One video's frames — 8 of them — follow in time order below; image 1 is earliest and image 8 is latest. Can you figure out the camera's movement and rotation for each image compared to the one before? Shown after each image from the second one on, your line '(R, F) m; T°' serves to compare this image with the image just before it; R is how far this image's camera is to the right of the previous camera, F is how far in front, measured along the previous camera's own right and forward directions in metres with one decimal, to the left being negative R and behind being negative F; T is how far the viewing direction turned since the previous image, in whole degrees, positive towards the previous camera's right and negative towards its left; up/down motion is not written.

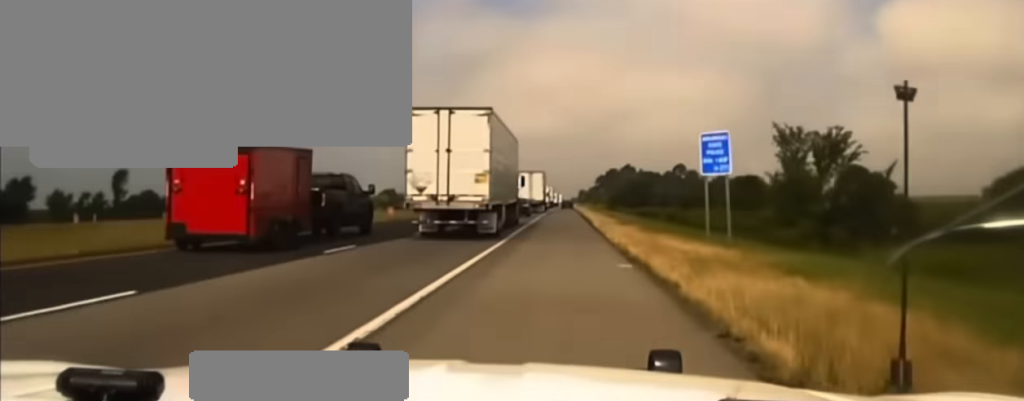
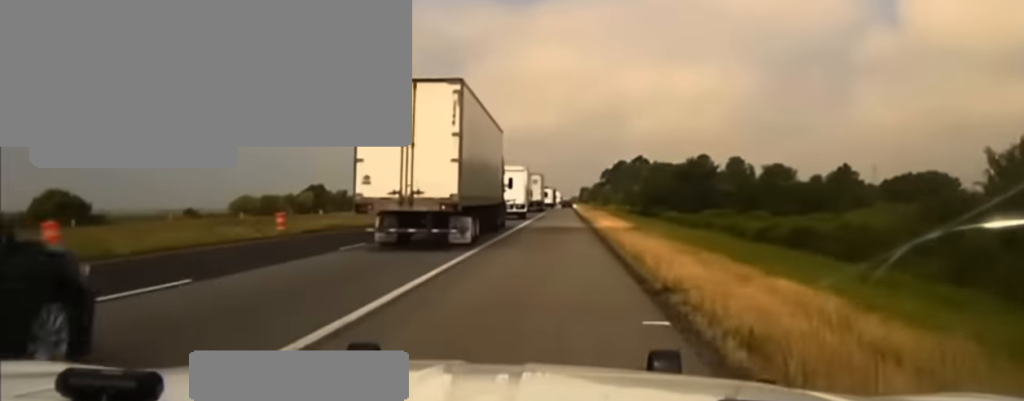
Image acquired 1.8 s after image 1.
(+0.4, +84.9) m; 0°
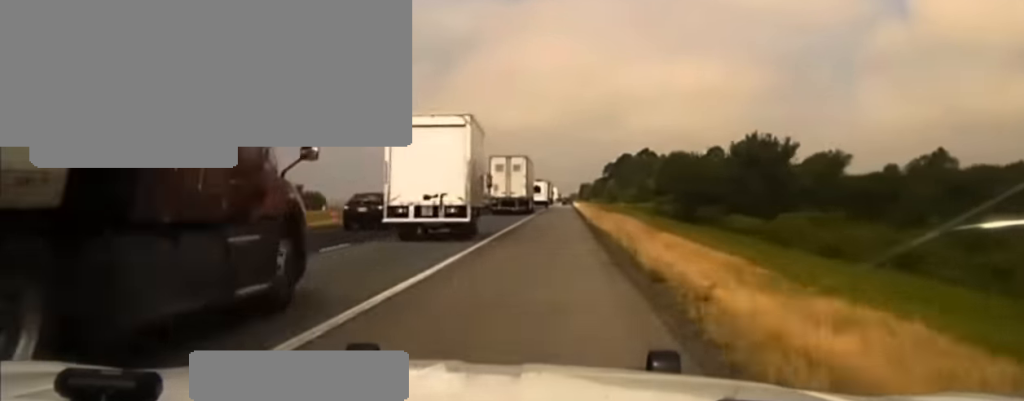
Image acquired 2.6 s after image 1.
(+0.2, +38.4) m; 0°
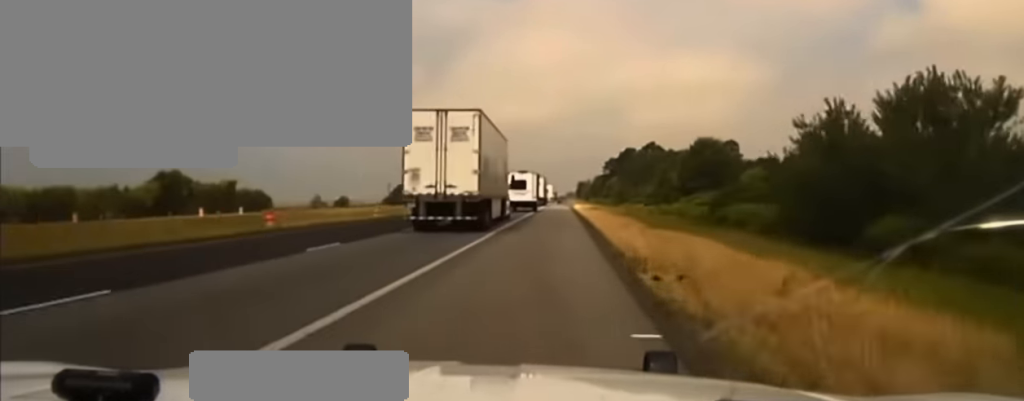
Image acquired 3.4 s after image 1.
(-0.4, +38.5) m; -1°
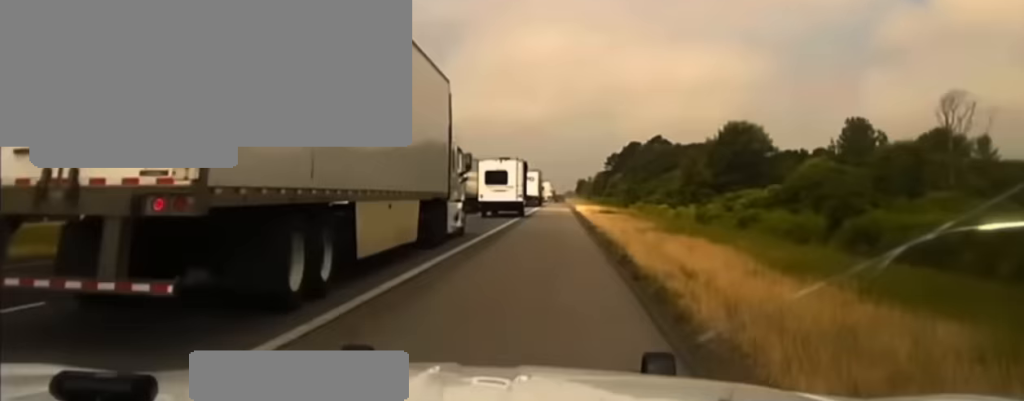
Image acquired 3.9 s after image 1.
(0.0, +24.2) m; 0°
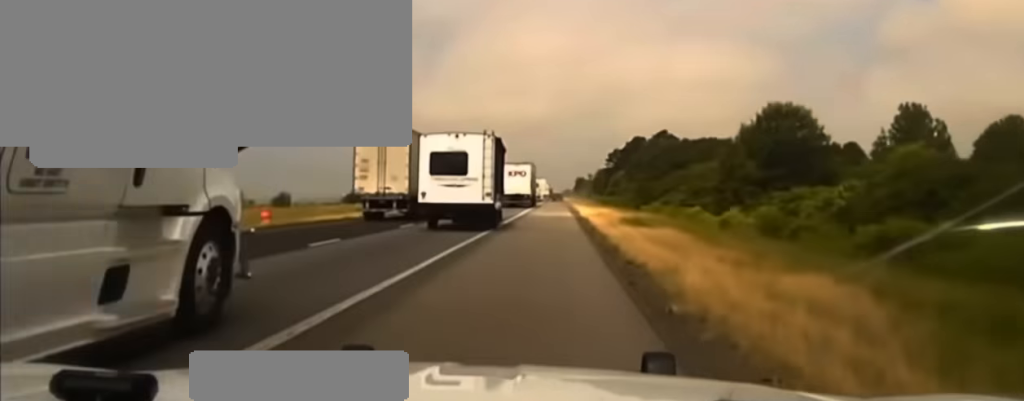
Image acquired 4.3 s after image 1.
(0.0, +21.0) m; 0°
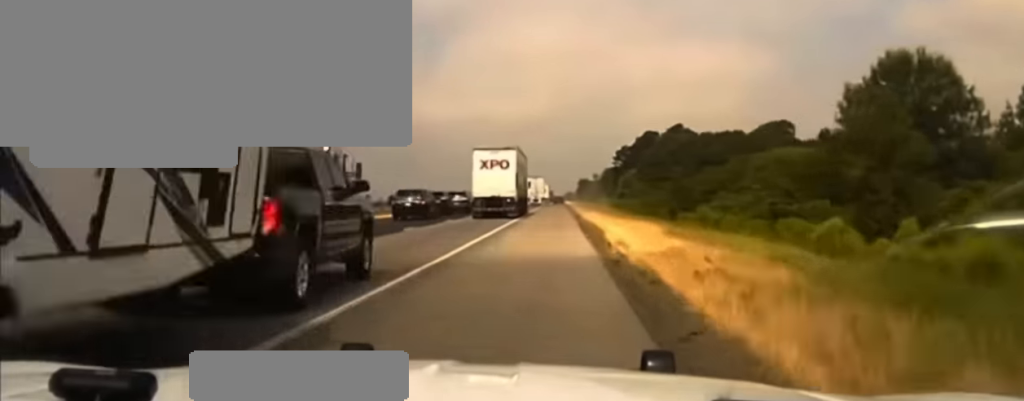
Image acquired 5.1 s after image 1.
(+0.1, +35.6) m; 0°
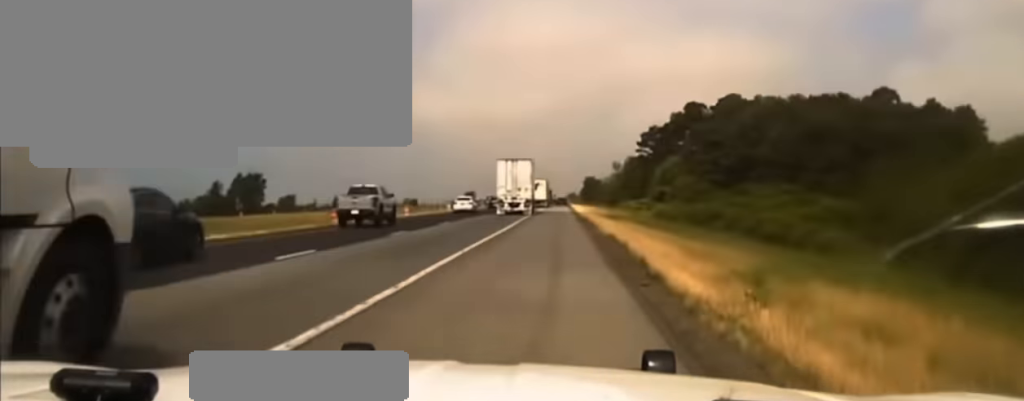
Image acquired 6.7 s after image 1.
(+0.2, +78.3) m; 0°
